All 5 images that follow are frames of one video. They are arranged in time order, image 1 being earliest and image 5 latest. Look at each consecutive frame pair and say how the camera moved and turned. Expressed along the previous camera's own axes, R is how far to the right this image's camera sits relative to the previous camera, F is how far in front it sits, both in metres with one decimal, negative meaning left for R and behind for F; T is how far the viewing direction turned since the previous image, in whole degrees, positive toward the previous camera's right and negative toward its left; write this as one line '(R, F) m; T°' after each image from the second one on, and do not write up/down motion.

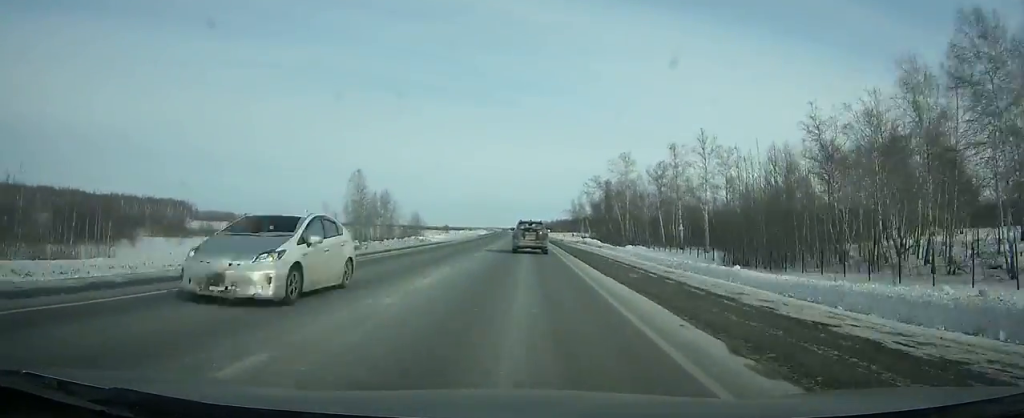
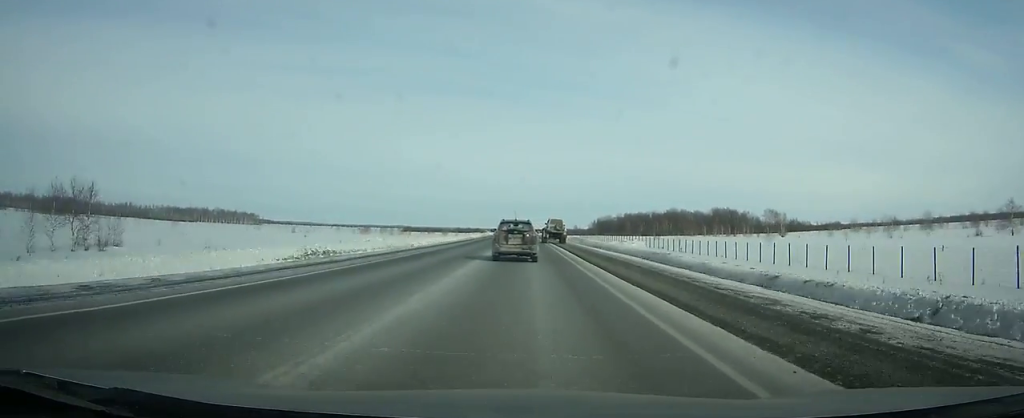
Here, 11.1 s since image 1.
(-10.8, +301.5) m; -4°
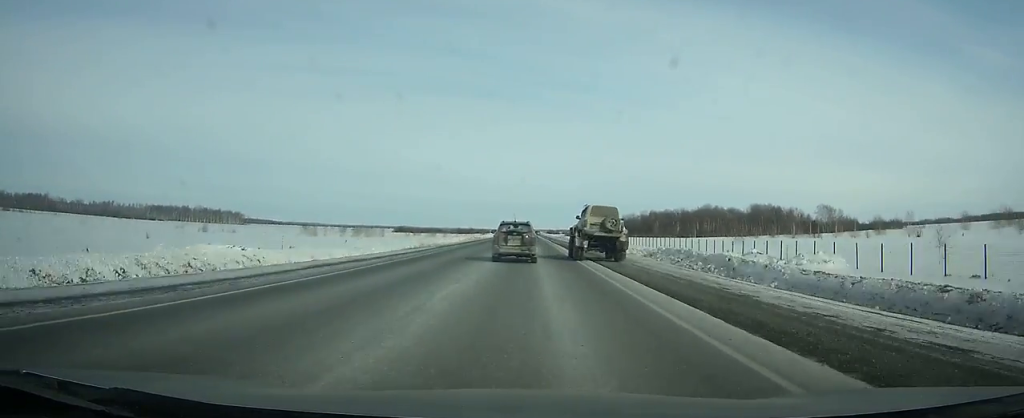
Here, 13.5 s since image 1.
(-0.3, +63.8) m; -1°
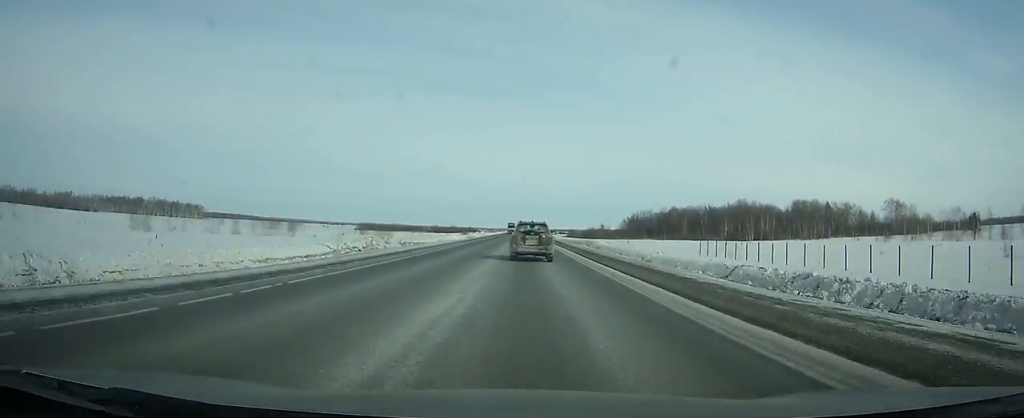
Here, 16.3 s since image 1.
(-0.5, +74.5) m; 0°
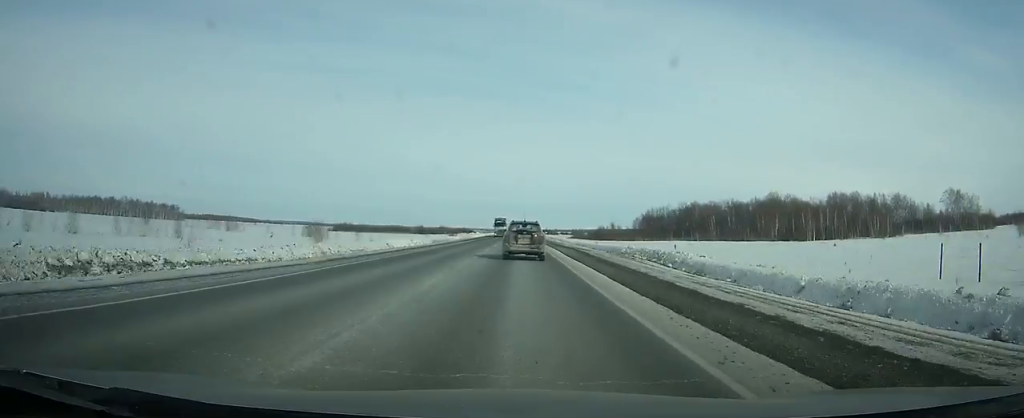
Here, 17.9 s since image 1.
(+0.3, +43.0) m; 0°
